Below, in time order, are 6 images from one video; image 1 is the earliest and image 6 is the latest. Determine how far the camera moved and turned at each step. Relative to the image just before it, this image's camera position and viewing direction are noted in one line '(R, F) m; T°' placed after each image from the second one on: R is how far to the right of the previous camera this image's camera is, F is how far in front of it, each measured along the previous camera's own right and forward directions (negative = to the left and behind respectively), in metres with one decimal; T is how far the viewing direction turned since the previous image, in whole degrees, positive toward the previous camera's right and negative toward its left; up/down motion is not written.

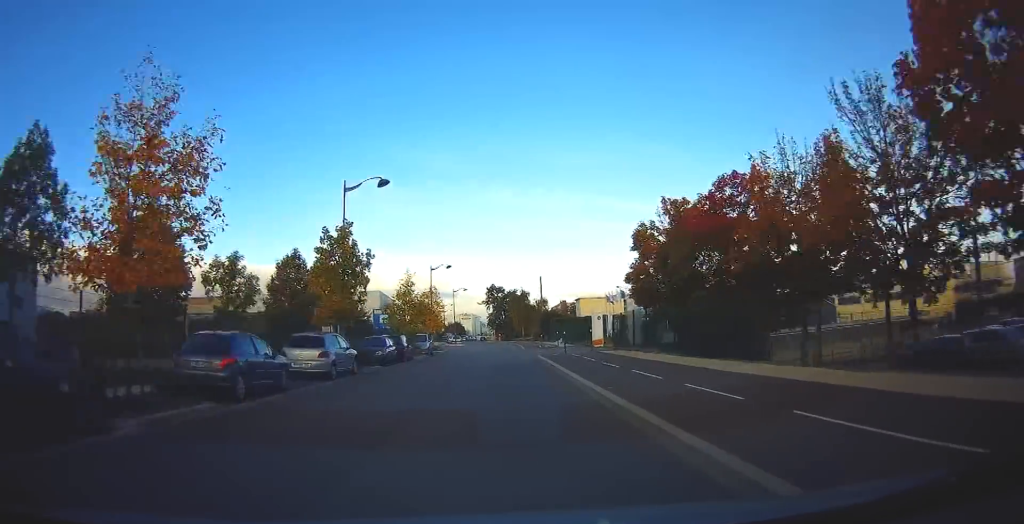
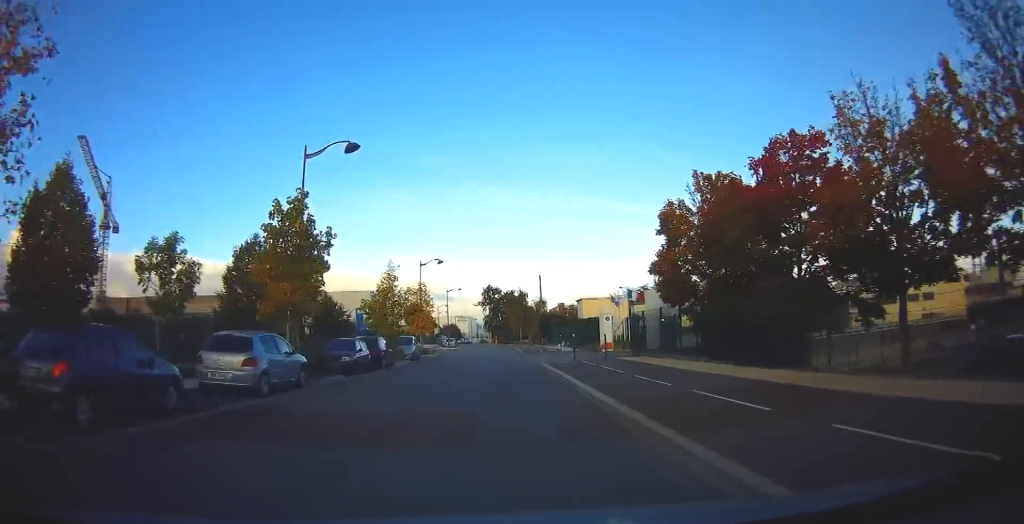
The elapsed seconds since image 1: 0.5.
(0.0, +5.4) m; 0°
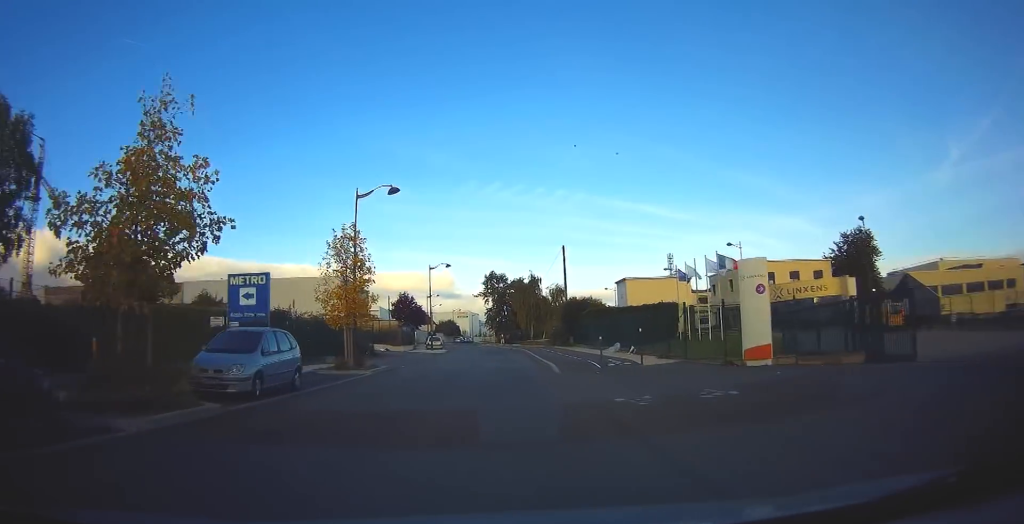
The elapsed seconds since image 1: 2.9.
(-0.1, +24.5) m; -1°
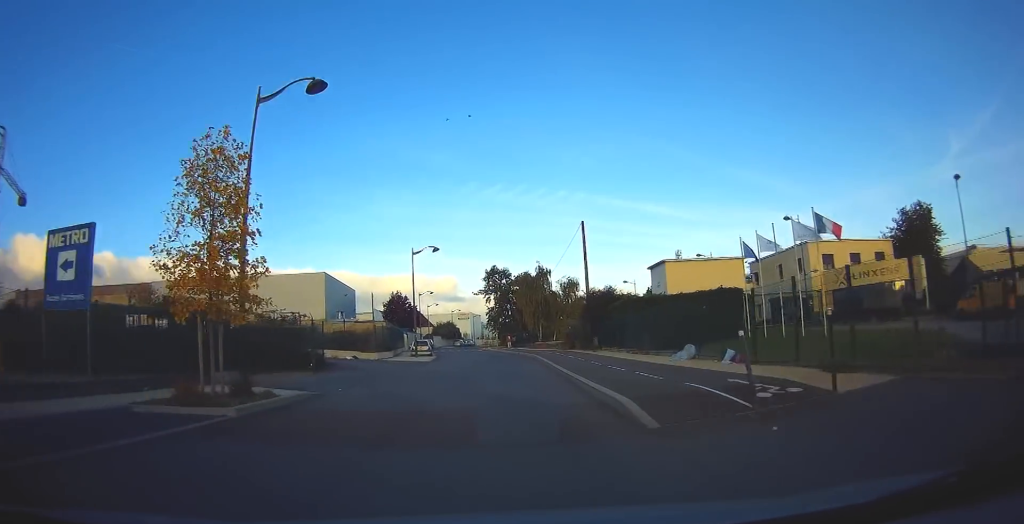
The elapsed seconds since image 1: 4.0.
(+0.1, +12.1) m; +1°
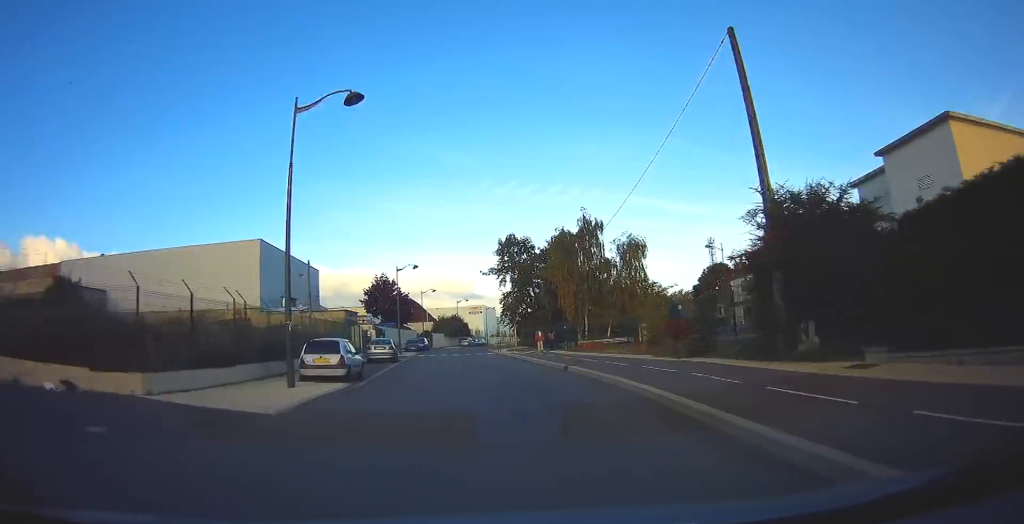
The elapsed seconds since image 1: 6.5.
(-1.0, +27.8) m; -4°
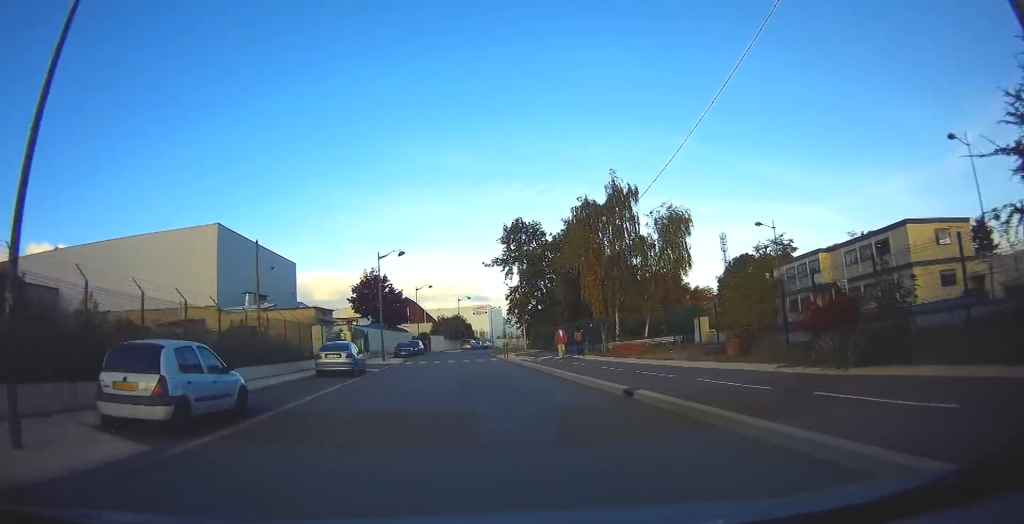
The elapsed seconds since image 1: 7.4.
(0.0, +10.2) m; 0°
